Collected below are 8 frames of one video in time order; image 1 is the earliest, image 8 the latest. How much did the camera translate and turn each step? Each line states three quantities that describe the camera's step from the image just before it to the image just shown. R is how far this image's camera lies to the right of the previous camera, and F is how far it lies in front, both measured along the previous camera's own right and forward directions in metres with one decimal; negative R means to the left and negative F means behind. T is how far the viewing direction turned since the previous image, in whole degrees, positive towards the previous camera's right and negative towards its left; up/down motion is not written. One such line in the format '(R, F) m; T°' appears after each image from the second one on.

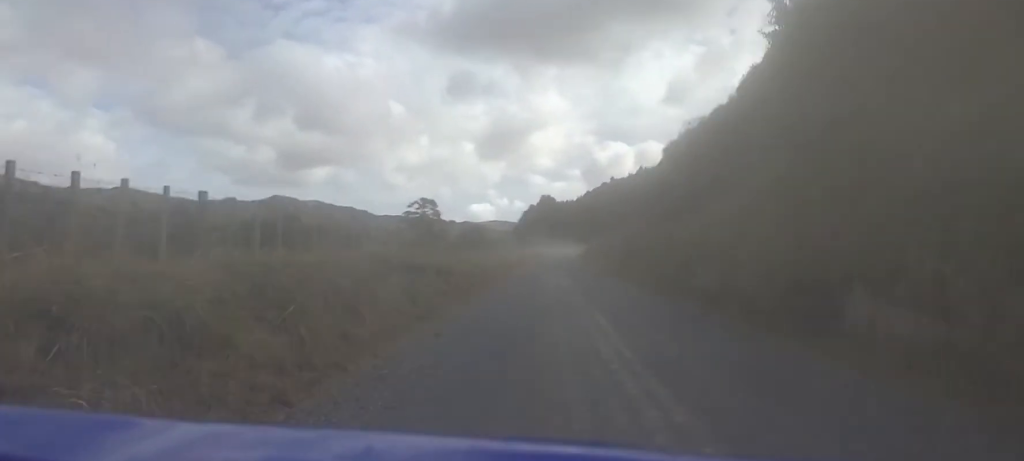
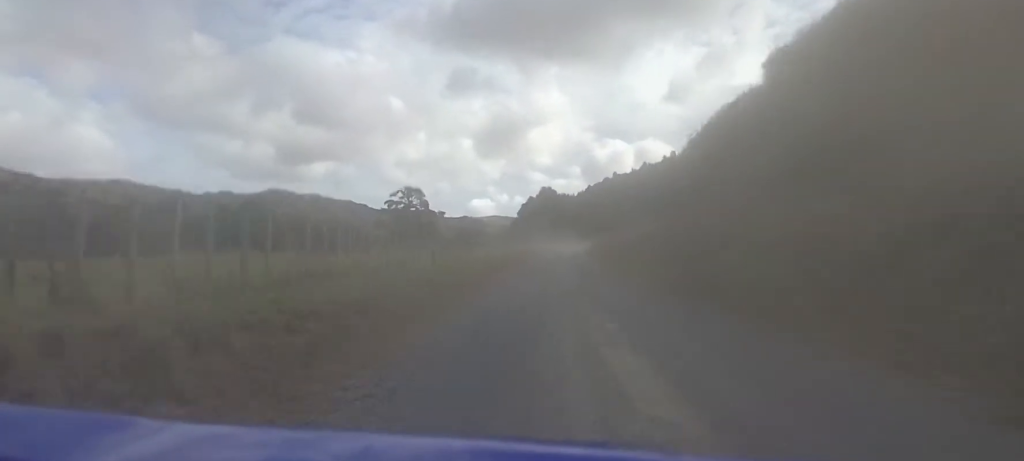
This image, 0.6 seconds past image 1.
(-0.8, +14.0) m; +1°
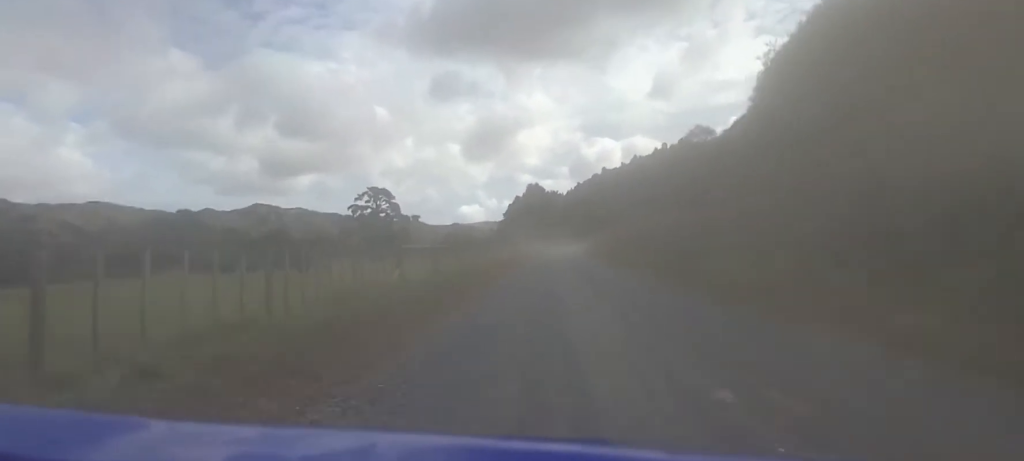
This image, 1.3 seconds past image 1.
(+1.1, +14.4) m; 0°
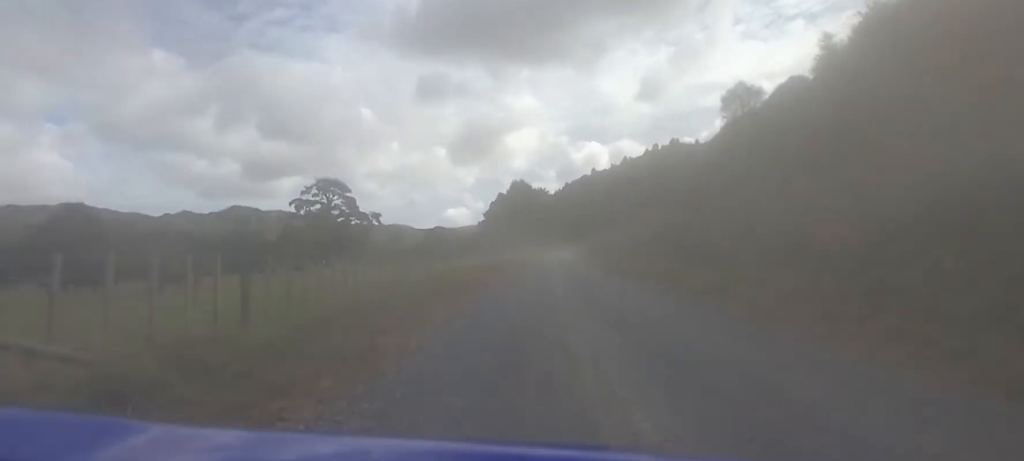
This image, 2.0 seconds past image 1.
(+0.1, +15.9) m; 0°
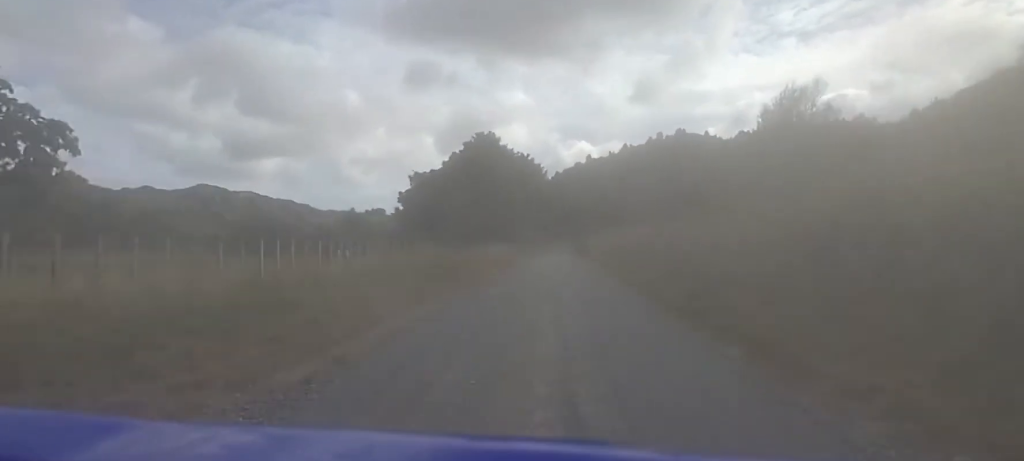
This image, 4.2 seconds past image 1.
(+1.6, +51.7) m; +4°
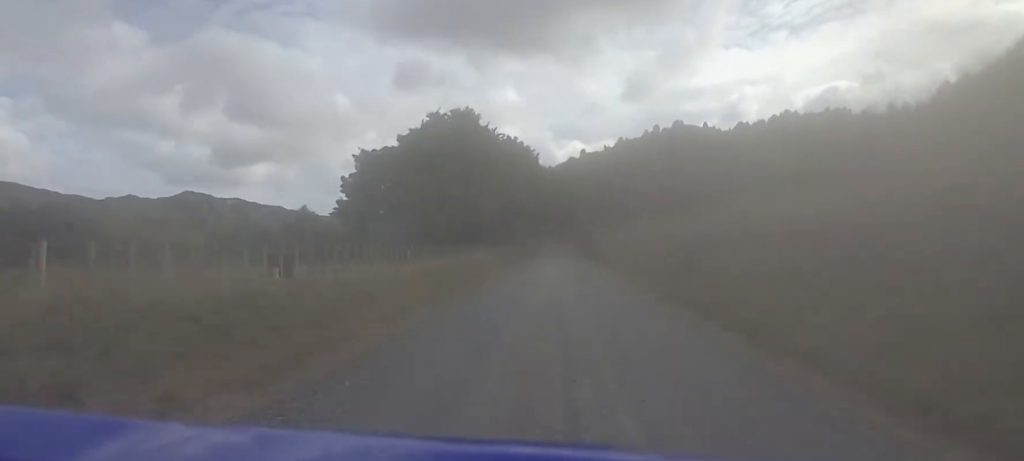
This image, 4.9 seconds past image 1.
(0.0, +15.8) m; 0°
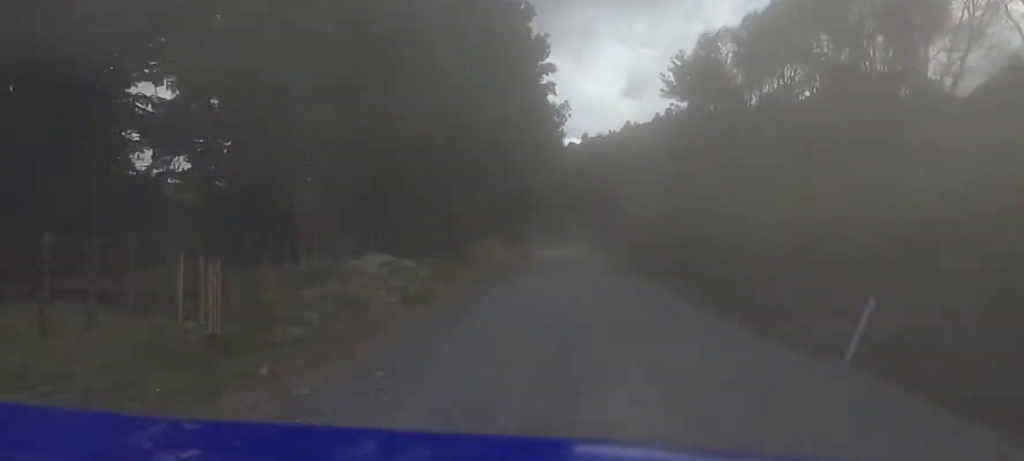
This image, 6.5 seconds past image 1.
(0.0, +38.5) m; +1°
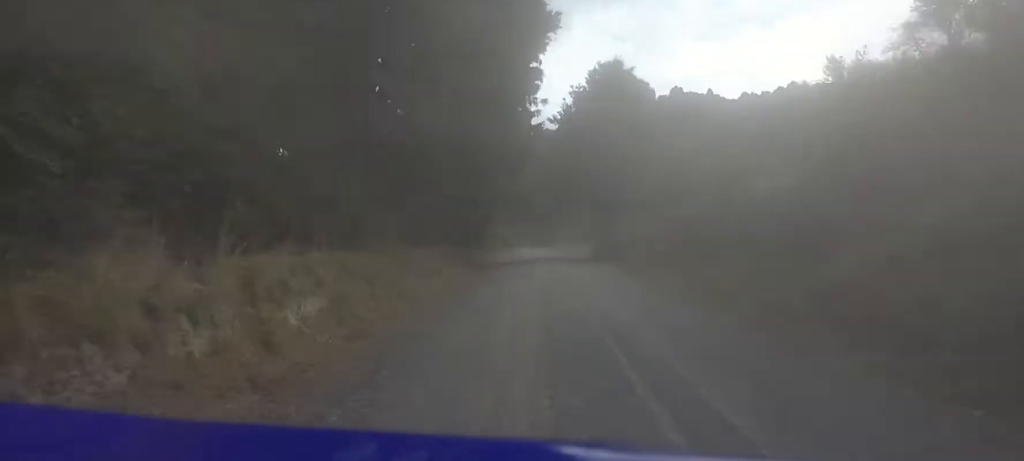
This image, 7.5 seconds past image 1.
(+0.4, +19.9) m; +1°
